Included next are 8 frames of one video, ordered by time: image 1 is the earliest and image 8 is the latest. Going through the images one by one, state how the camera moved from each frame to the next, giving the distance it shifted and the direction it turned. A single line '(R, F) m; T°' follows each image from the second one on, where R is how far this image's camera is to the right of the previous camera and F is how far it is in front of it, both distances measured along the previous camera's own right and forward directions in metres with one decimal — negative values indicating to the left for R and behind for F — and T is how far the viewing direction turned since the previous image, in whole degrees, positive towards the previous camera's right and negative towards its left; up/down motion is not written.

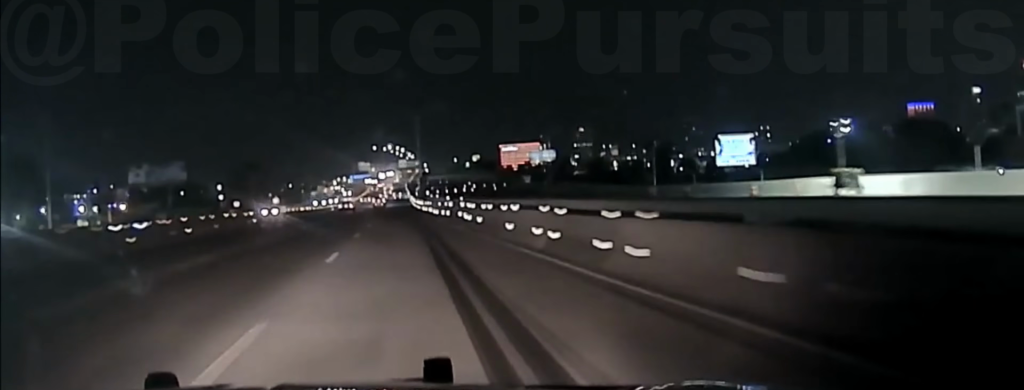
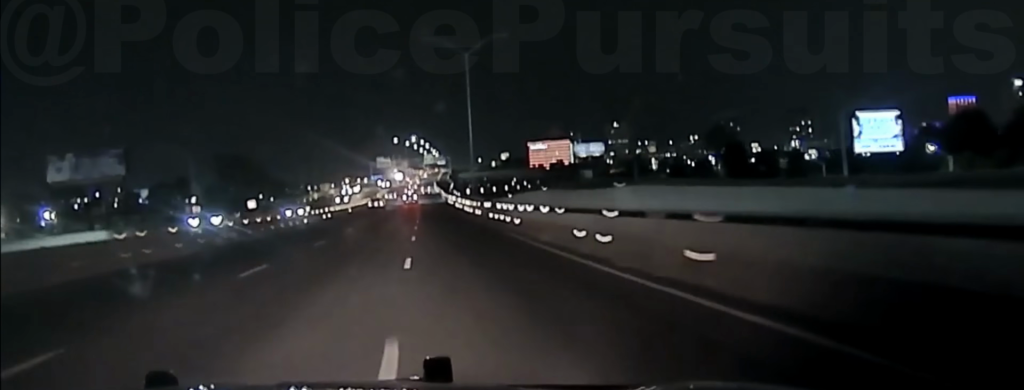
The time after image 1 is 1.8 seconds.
(+1.3, +67.1) m; +1°
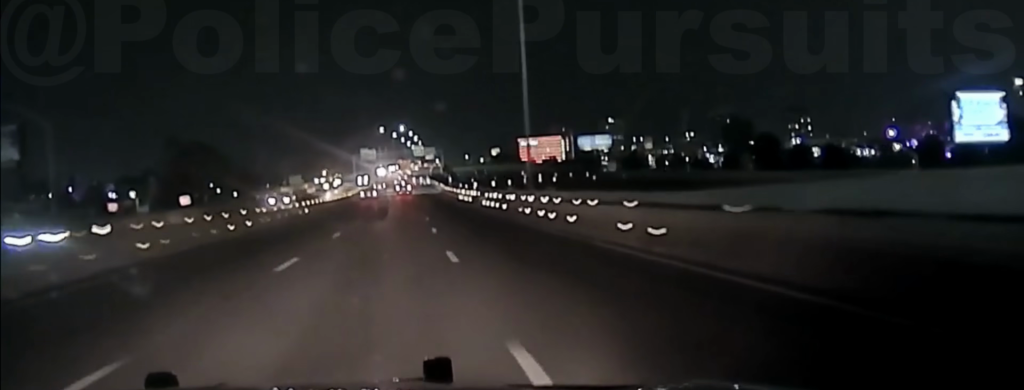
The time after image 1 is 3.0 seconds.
(-0.2, +42.5) m; 0°
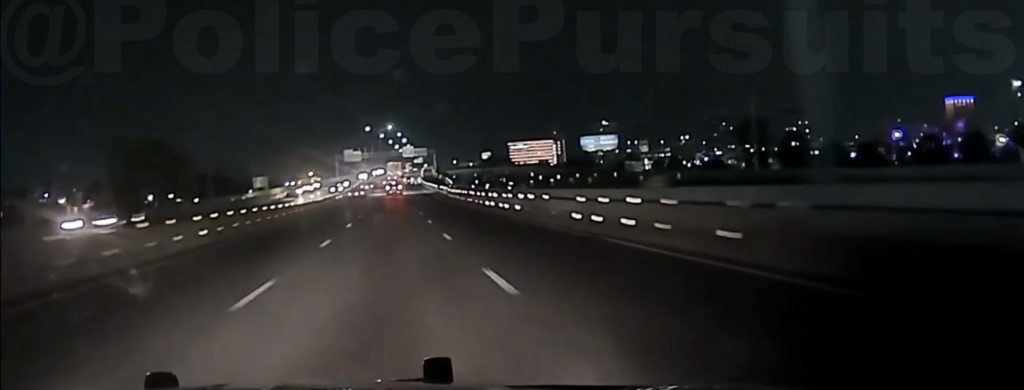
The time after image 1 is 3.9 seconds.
(+0.1, +30.4) m; +1°
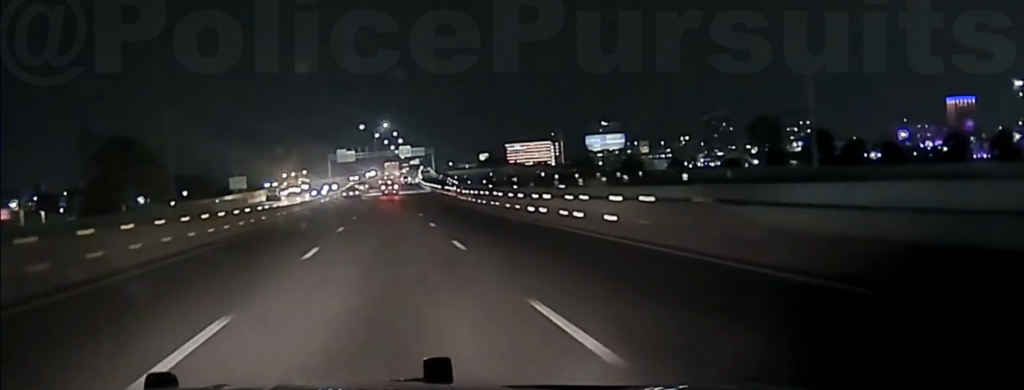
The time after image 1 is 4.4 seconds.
(+0.1, +16.0) m; 0°
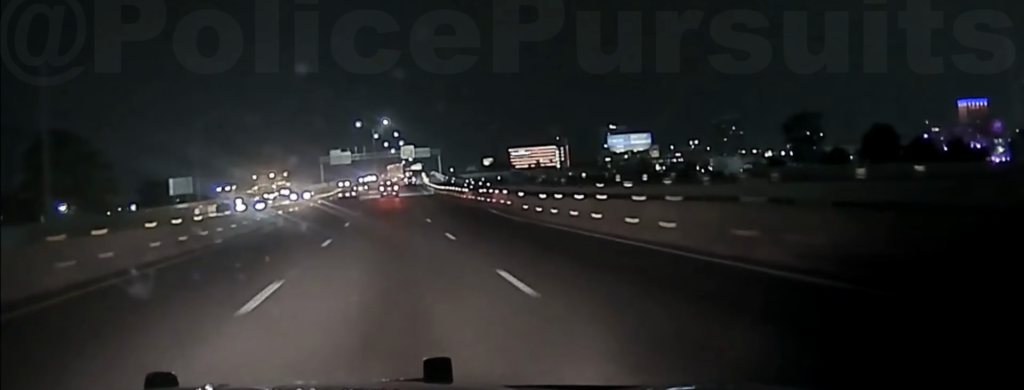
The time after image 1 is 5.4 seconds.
(+0.2, +29.5) m; 0°
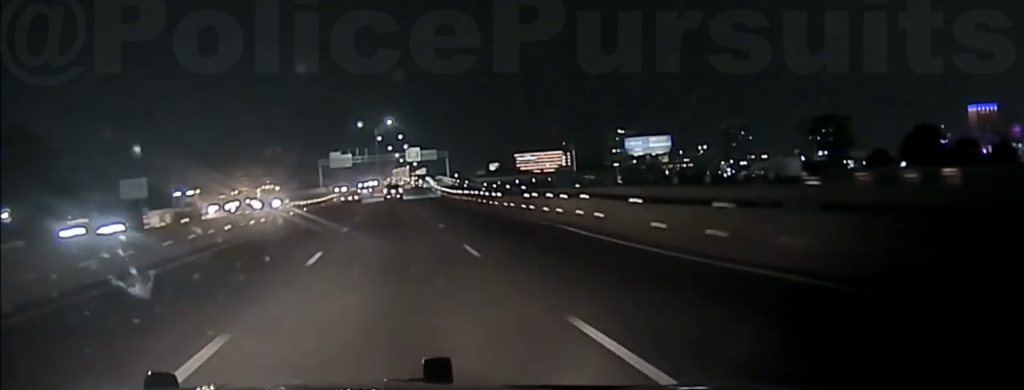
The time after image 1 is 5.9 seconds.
(0.0, +14.9) m; 0°
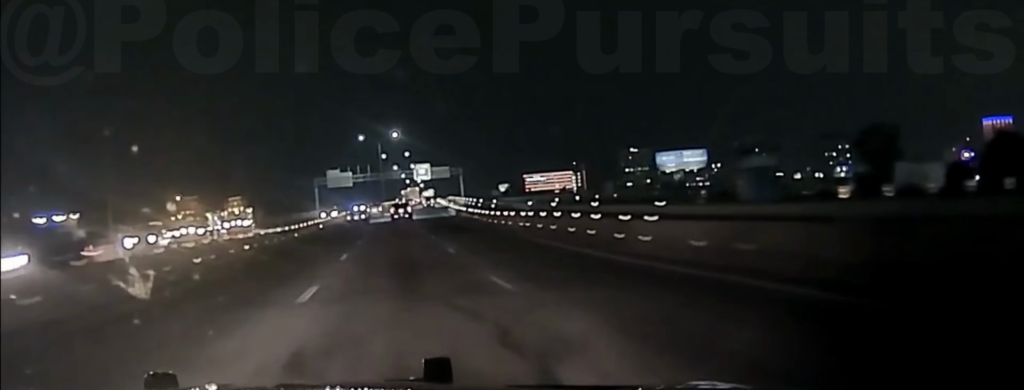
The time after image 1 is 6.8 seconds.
(0.0, +24.9) m; 0°
